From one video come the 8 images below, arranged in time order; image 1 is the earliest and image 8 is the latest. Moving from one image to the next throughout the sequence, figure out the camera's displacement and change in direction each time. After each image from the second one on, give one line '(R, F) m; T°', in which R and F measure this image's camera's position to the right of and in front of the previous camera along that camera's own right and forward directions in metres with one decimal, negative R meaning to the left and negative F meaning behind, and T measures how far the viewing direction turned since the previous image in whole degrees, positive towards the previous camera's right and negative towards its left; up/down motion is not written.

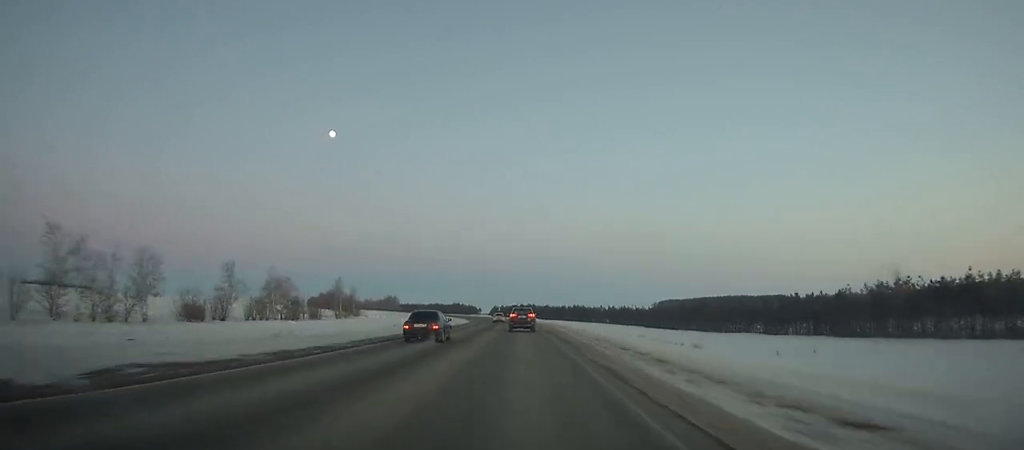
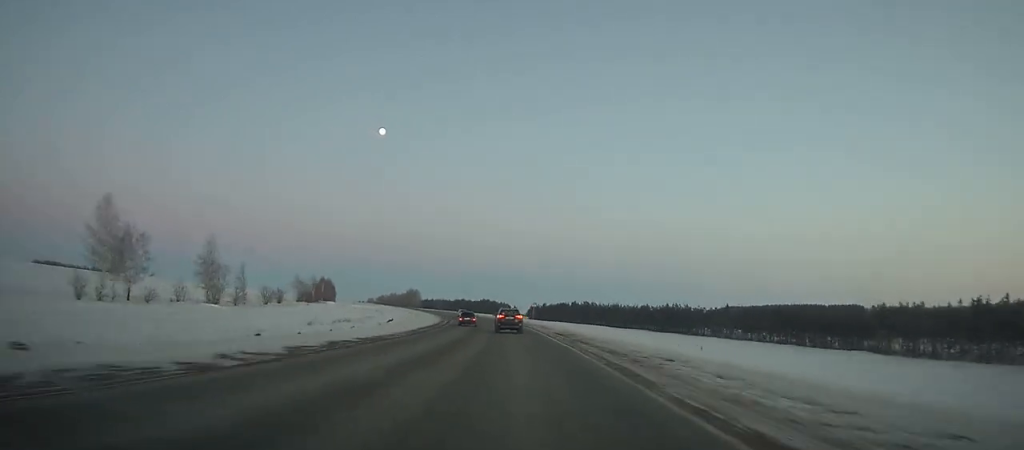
(-2.1, +99.8) m; -4°
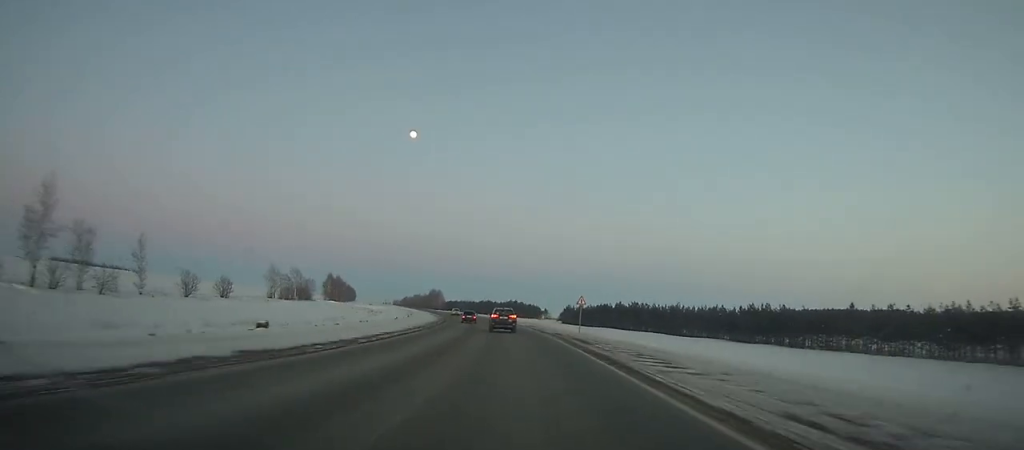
(-0.9, +36.4) m; -3°
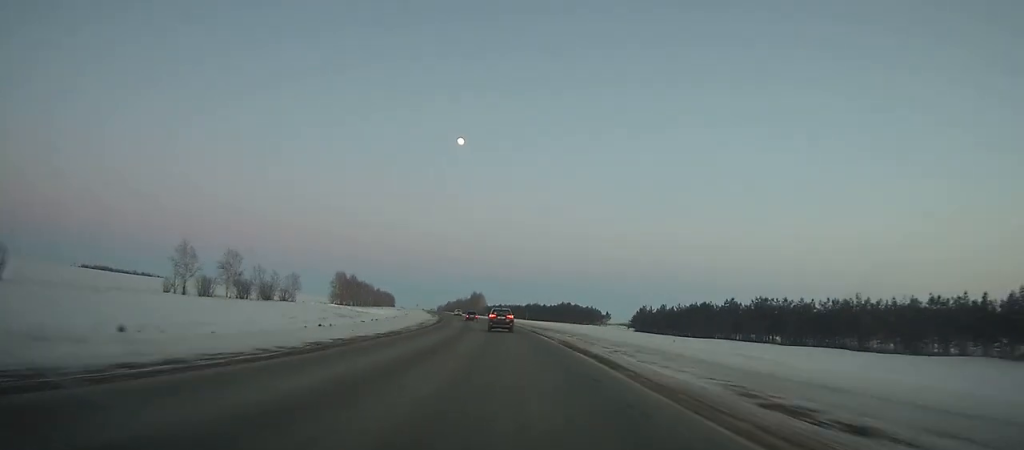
(-1.4, +55.7) m; -5°
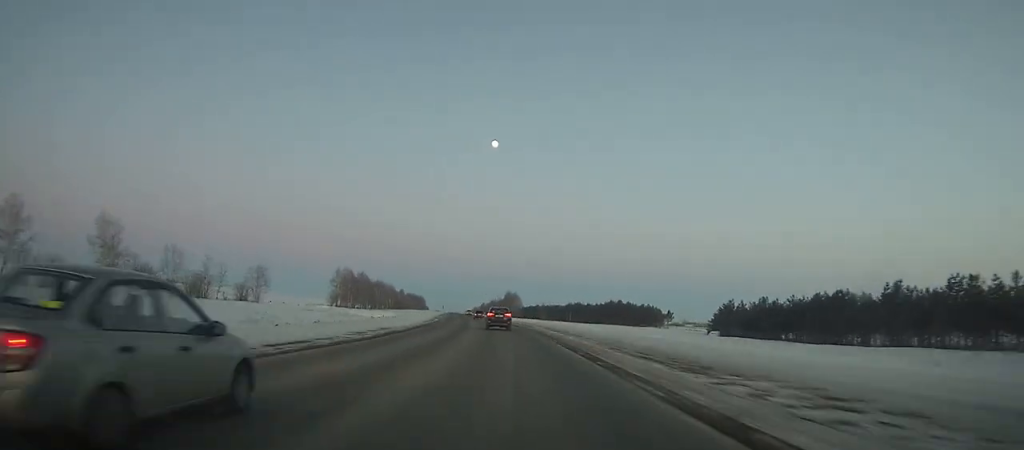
(-2.1, +38.9) m; -3°
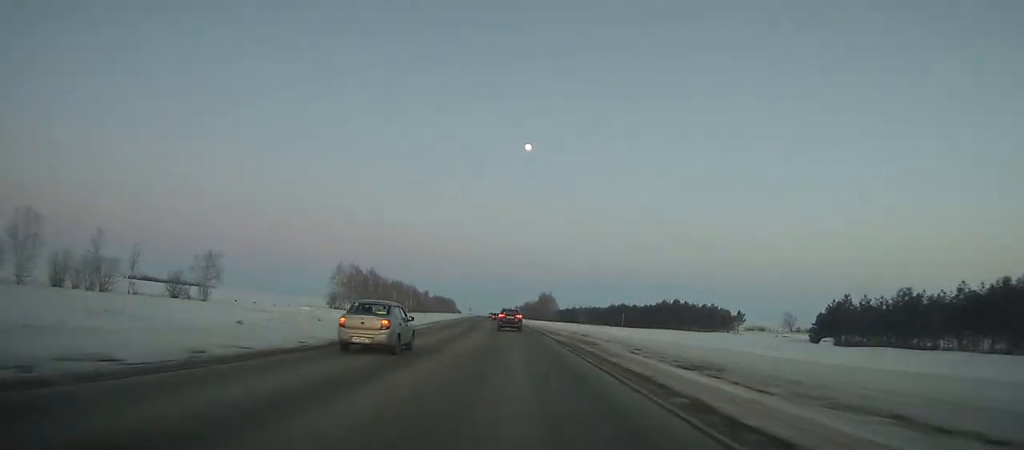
(-0.1, +31.7) m; -3°
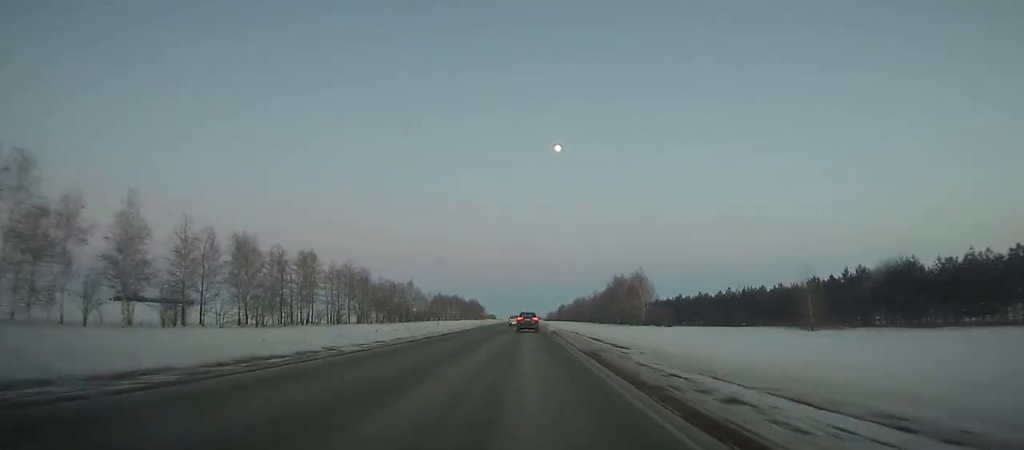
(-9.9, +150.3) m; -5°
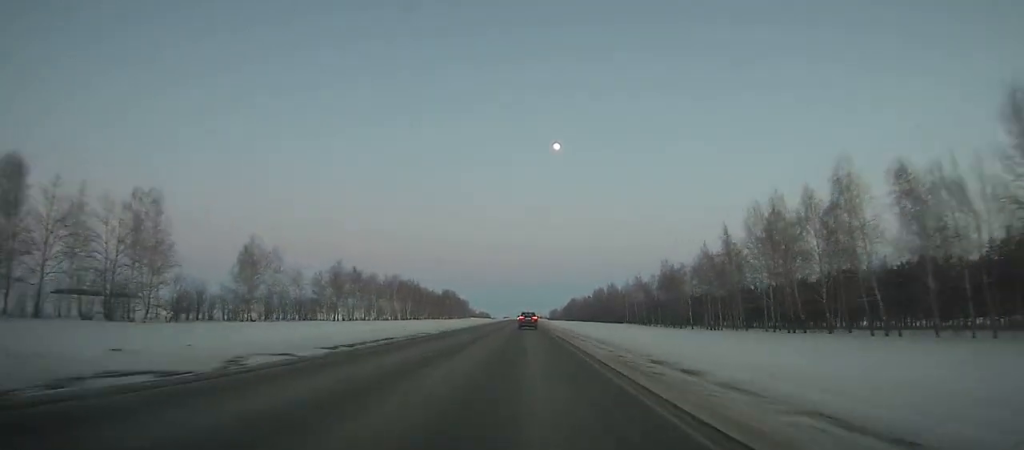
(+0.1, +133.5) m; 0°
